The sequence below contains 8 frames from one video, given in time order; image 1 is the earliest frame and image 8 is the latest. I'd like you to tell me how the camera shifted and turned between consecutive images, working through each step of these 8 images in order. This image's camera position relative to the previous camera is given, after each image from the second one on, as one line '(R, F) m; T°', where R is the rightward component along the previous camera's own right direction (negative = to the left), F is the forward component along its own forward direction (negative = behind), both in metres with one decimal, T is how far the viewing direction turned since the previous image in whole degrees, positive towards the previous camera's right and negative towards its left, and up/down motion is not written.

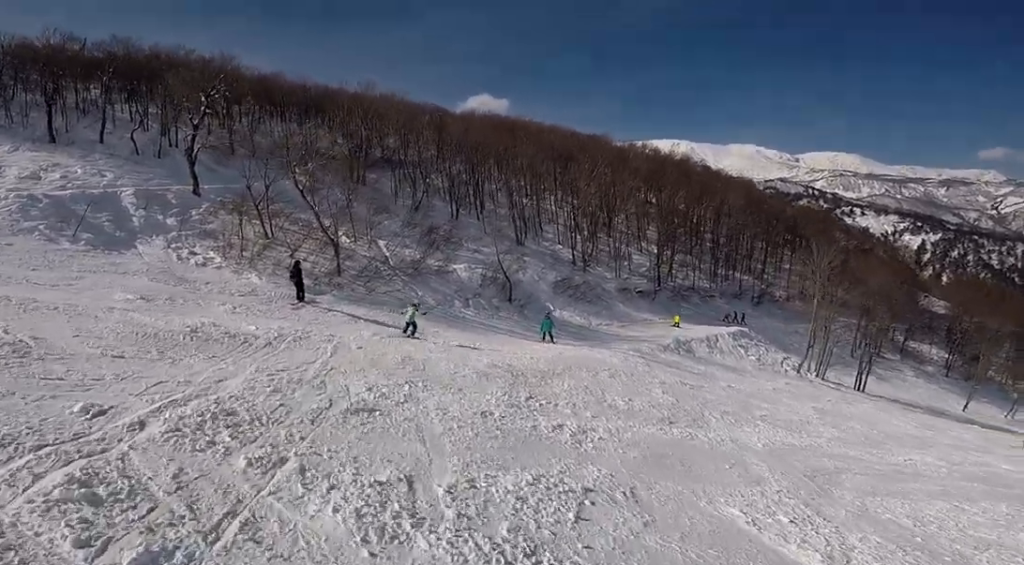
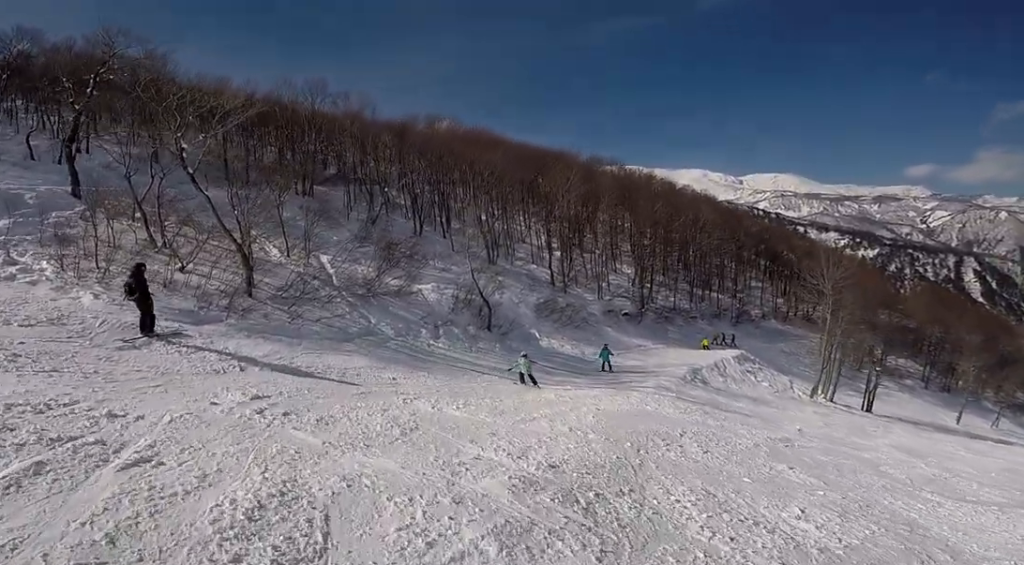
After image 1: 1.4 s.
(+0.2, +6.1) m; -5°
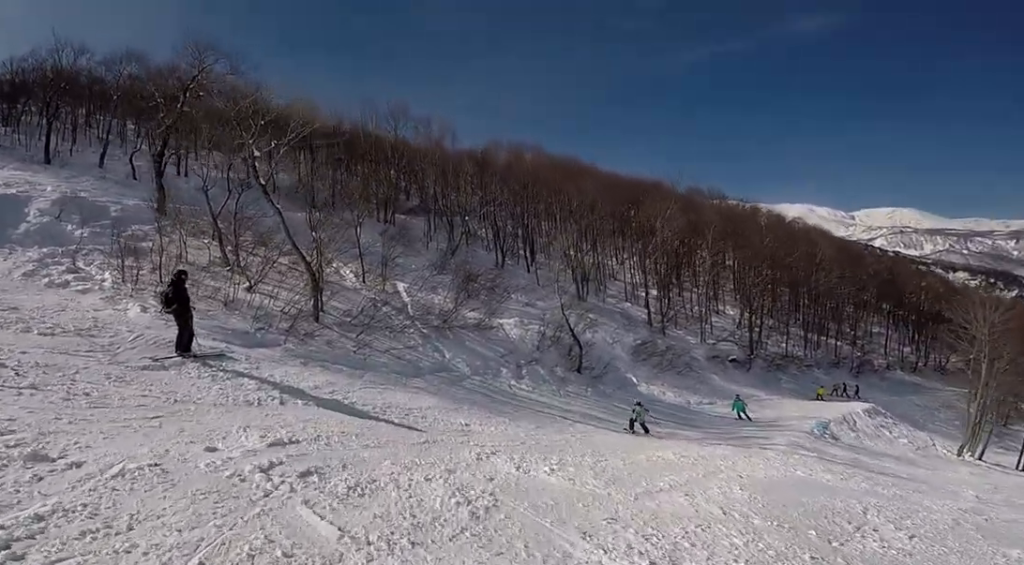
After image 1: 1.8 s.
(-0.3, +2.1) m; +2°
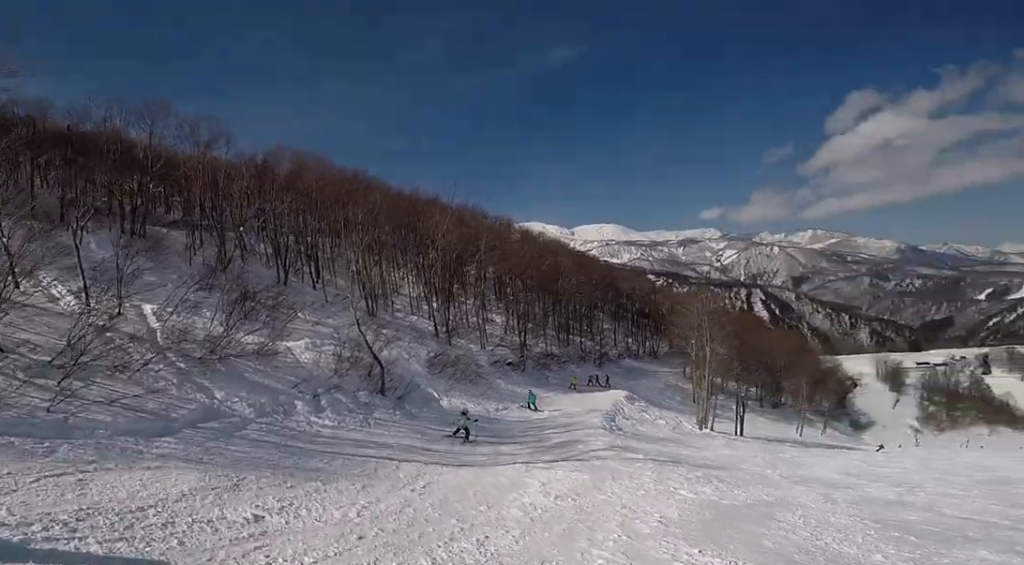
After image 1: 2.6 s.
(+0.1, +4.4) m; +9°
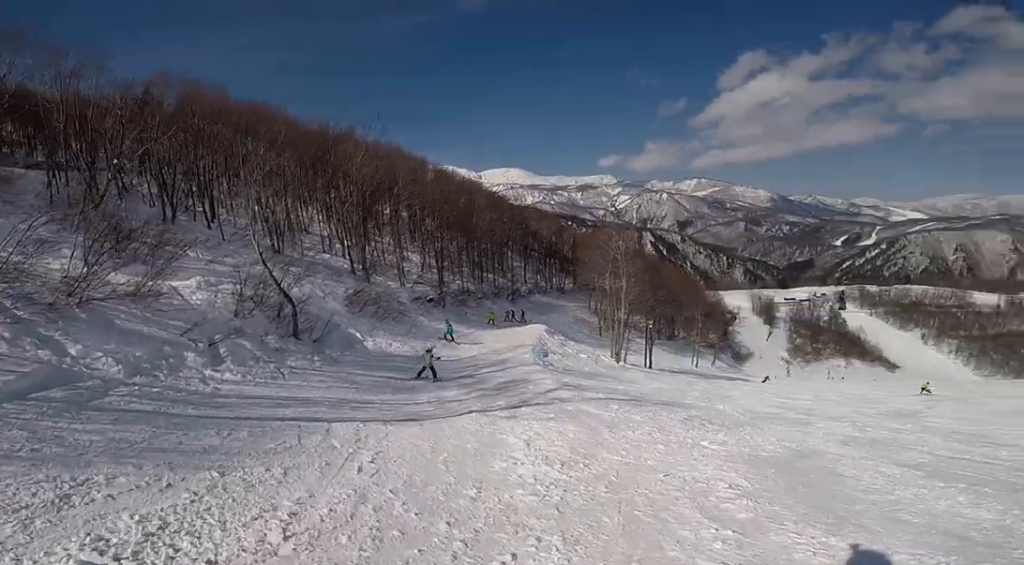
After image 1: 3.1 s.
(+0.2, +2.7) m; +10°
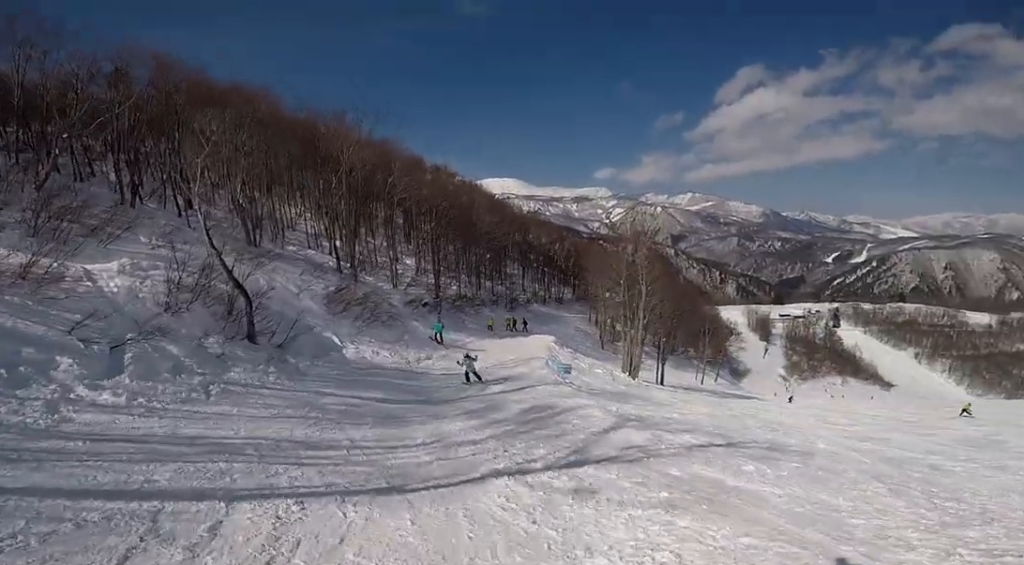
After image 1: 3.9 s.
(+0.5, +4.1) m; +12°
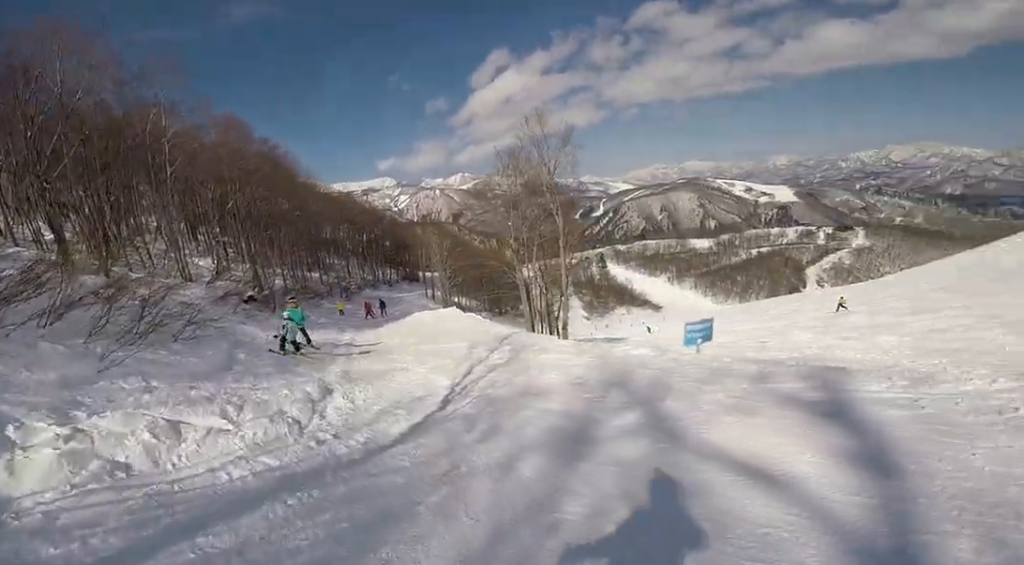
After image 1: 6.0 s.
(+1.1, +11.4) m; +12°
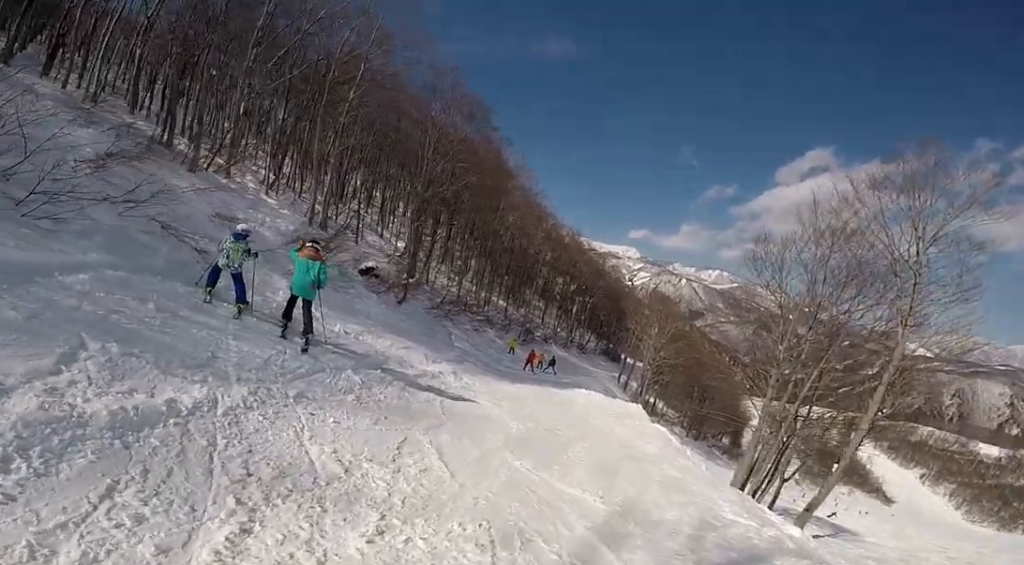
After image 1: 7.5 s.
(+1.7, +5.7) m; +16°
